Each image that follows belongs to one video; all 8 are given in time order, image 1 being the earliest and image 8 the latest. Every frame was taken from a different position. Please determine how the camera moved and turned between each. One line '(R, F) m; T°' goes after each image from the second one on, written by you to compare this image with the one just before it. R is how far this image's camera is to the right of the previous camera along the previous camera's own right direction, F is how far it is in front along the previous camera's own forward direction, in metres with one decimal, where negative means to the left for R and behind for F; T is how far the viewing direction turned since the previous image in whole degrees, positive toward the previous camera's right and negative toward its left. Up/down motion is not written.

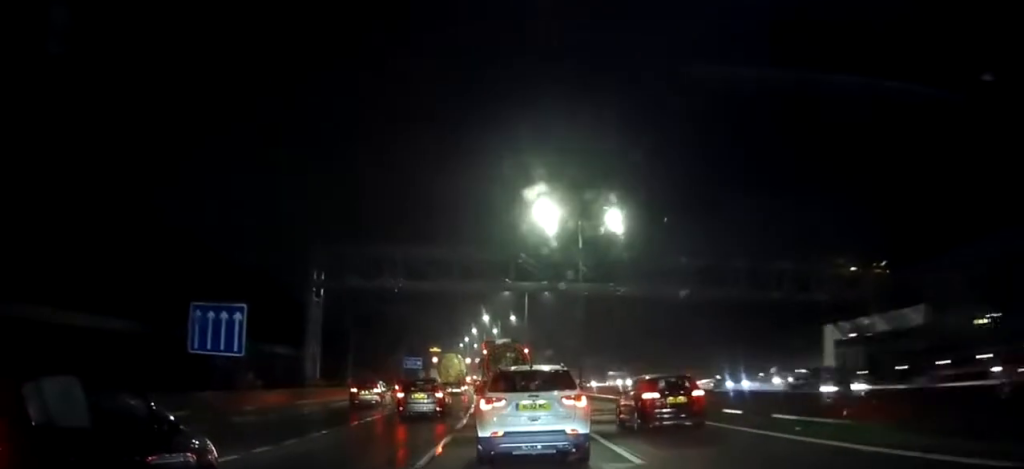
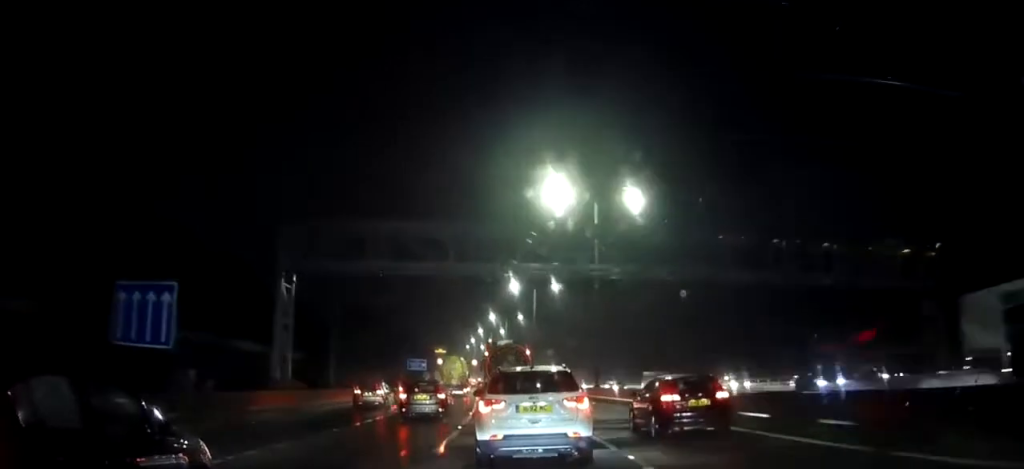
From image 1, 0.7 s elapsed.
(+0.1, +6.7) m; -2°
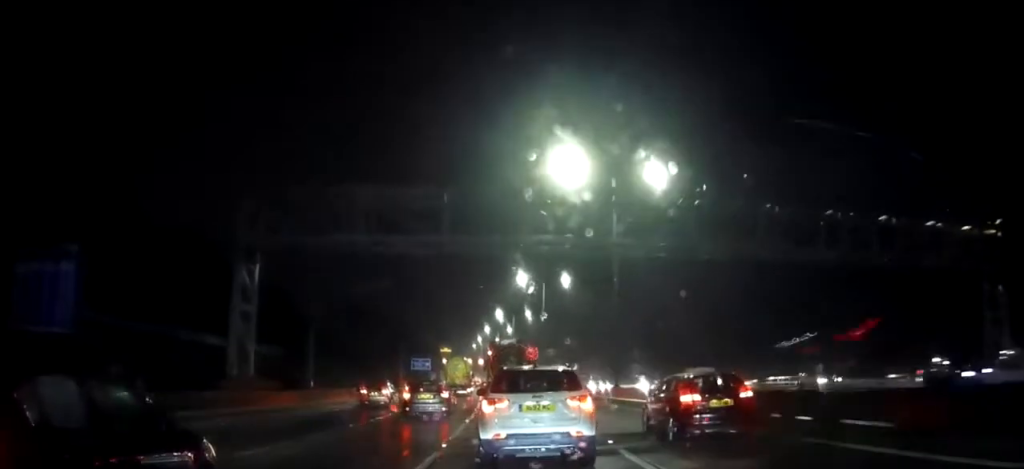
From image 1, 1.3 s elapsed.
(0.0, +6.3) m; -2°
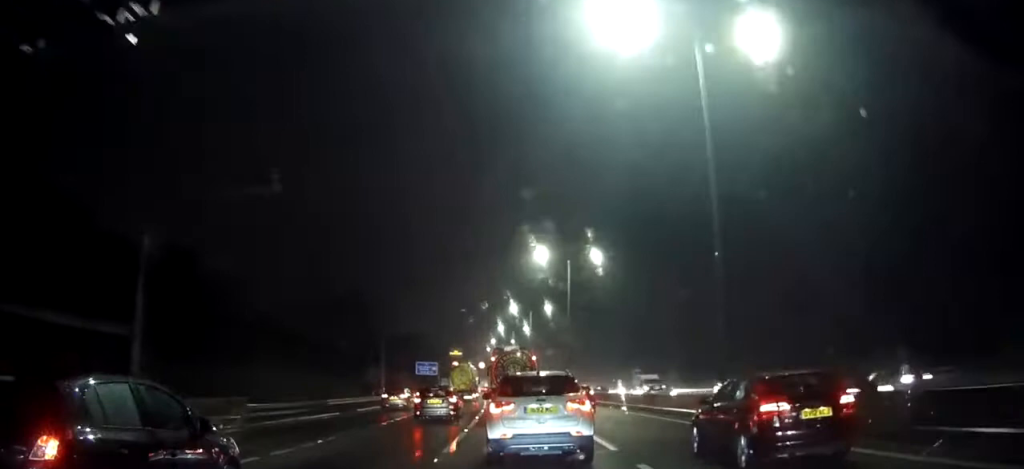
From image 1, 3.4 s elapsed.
(-0.1, +20.4) m; 0°
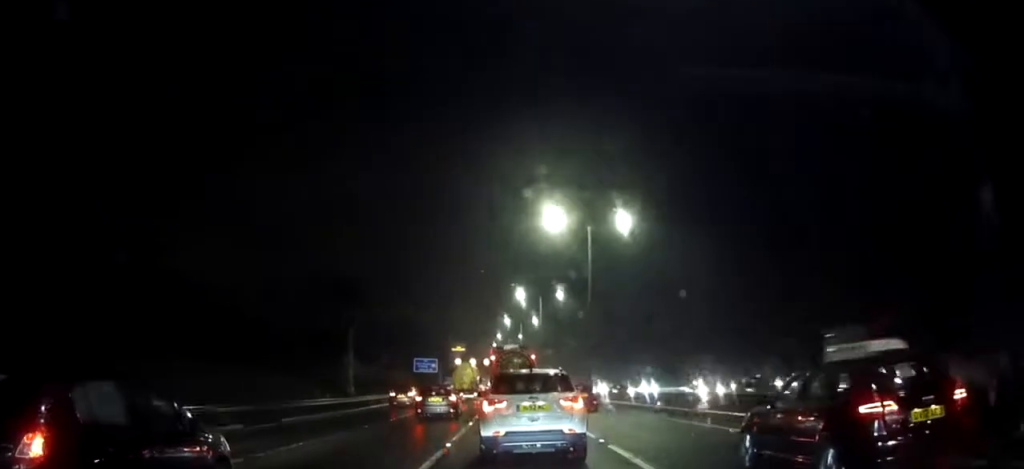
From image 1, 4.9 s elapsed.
(-0.8, +14.8) m; -3°
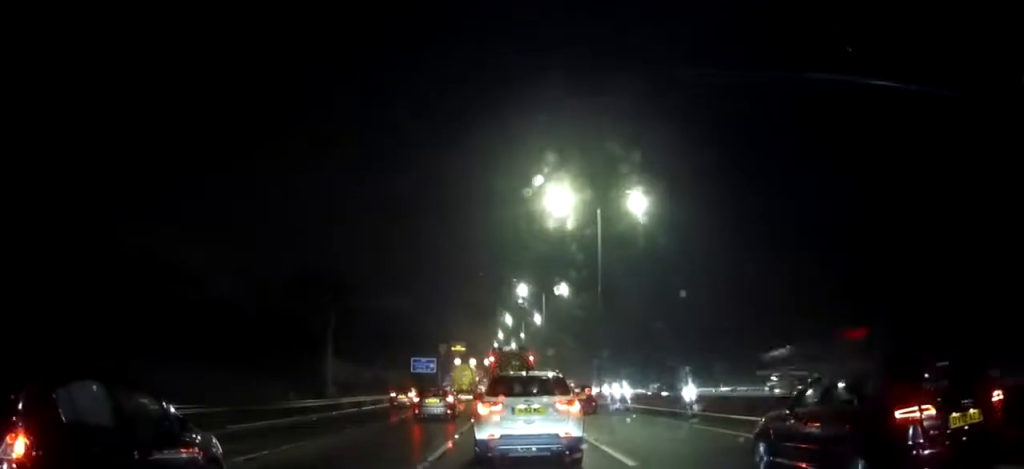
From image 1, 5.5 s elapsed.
(0.0, +5.9) m; 0°
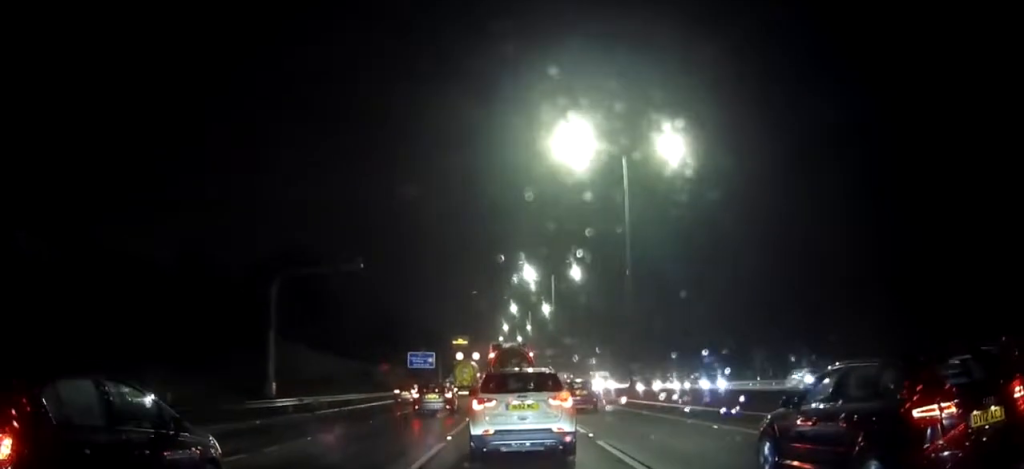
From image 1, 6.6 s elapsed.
(0.0, +11.1) m; 0°
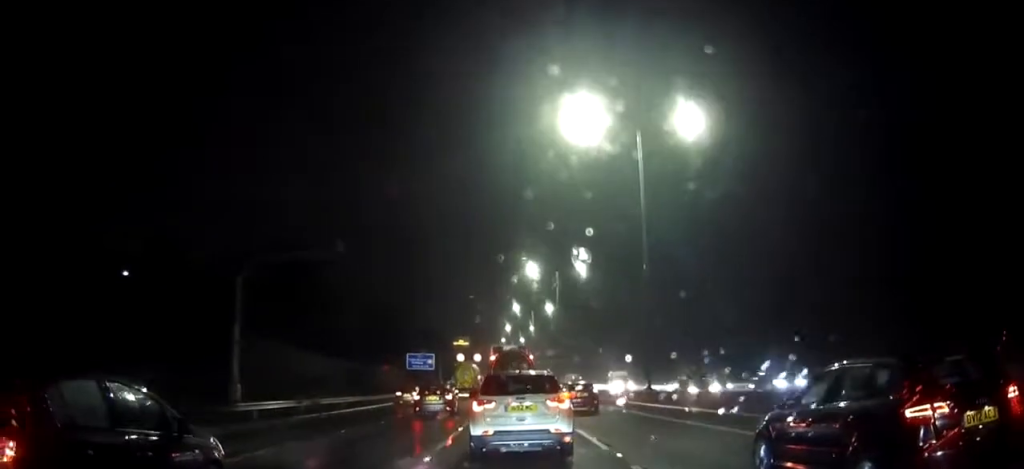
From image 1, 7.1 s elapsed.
(0.0, +4.8) m; 0°
